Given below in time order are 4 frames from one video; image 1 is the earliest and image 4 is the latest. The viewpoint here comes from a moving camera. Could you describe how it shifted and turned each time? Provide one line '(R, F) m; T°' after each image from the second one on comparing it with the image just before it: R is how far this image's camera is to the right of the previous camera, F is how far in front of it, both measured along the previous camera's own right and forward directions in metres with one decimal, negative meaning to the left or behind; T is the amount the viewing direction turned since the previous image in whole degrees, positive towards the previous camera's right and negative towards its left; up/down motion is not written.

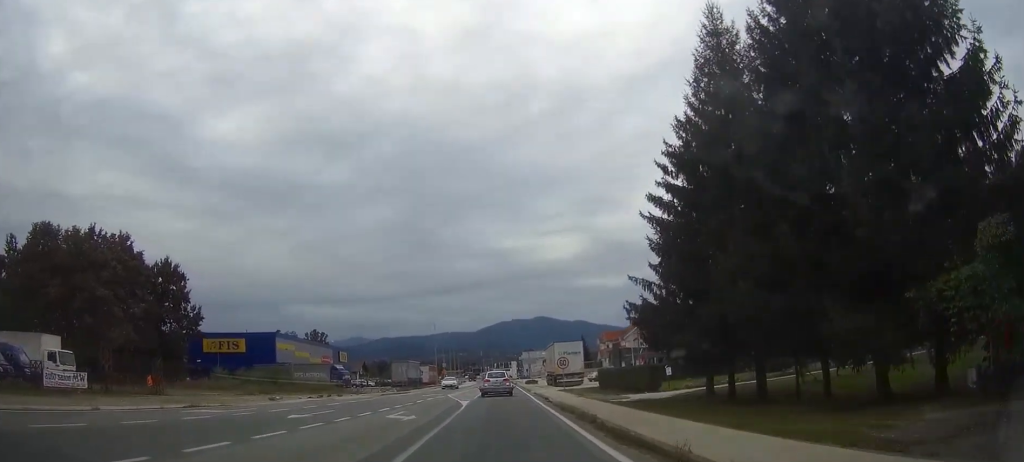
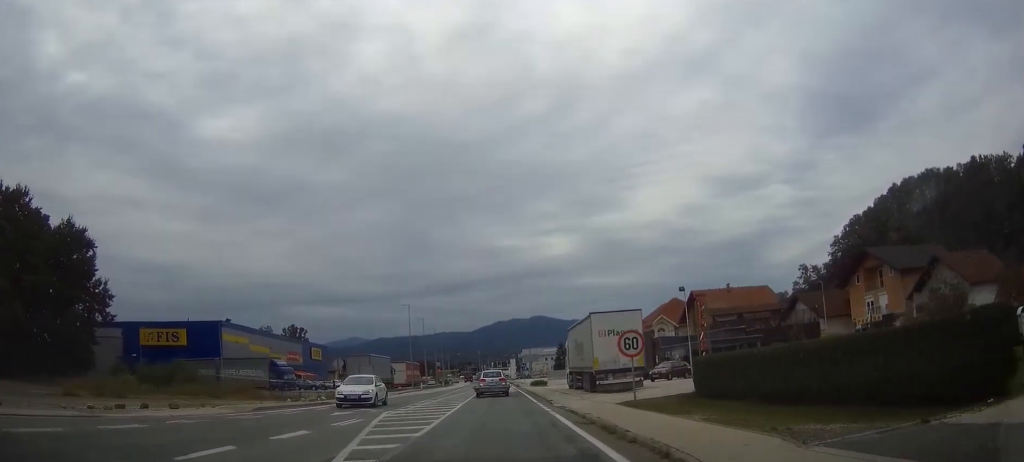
(0.0, +27.1) m; 0°
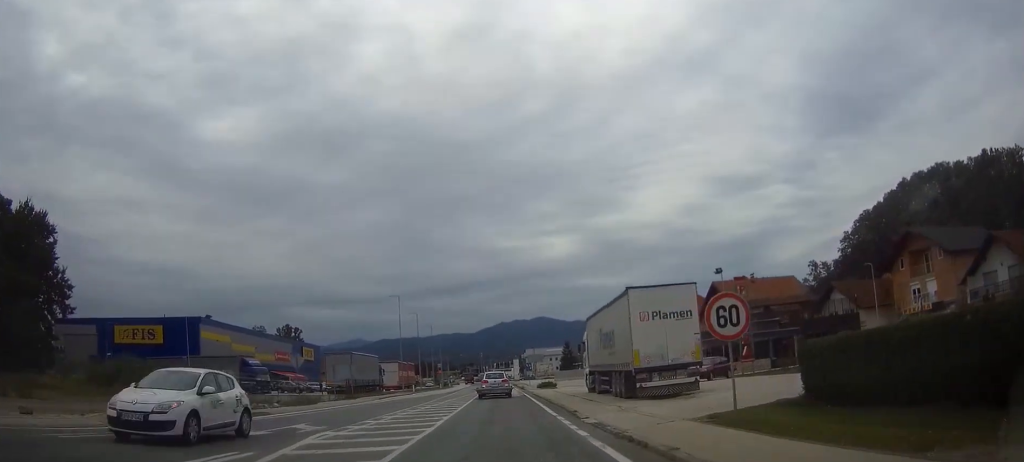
(0.0, +9.7) m; 0°
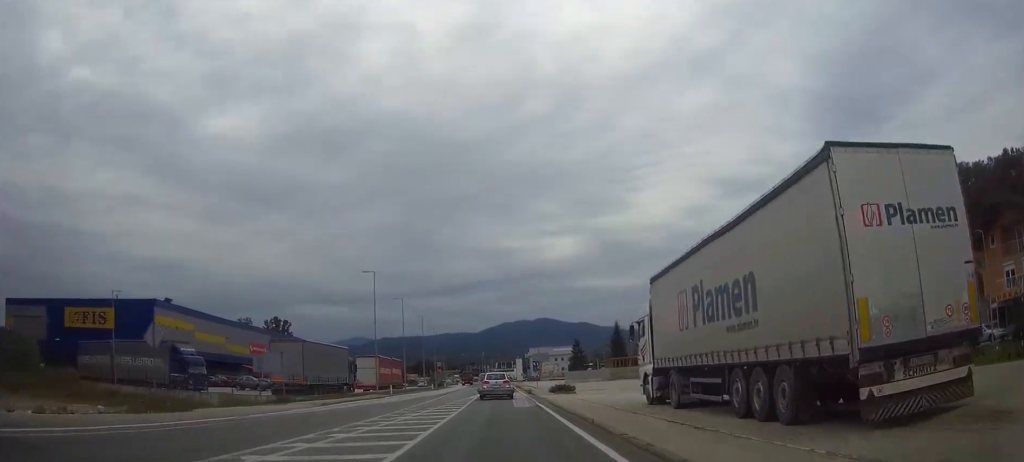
(-0.1, +15.8) m; 0°
